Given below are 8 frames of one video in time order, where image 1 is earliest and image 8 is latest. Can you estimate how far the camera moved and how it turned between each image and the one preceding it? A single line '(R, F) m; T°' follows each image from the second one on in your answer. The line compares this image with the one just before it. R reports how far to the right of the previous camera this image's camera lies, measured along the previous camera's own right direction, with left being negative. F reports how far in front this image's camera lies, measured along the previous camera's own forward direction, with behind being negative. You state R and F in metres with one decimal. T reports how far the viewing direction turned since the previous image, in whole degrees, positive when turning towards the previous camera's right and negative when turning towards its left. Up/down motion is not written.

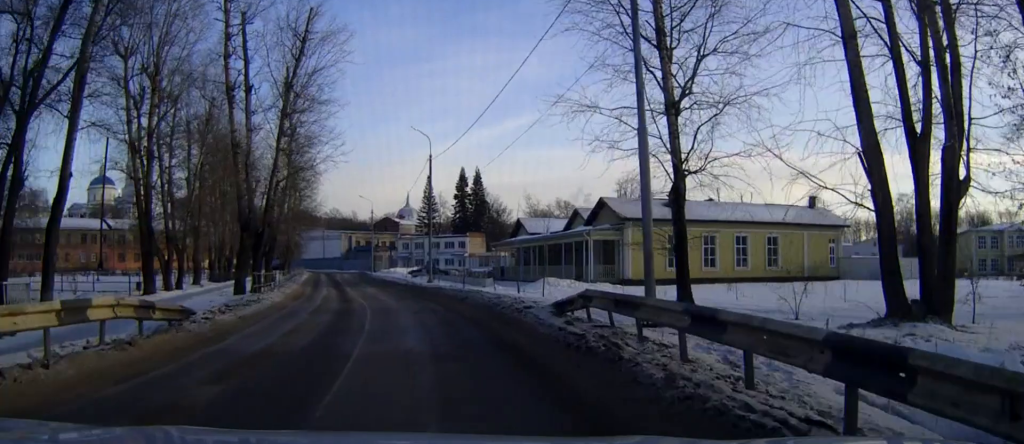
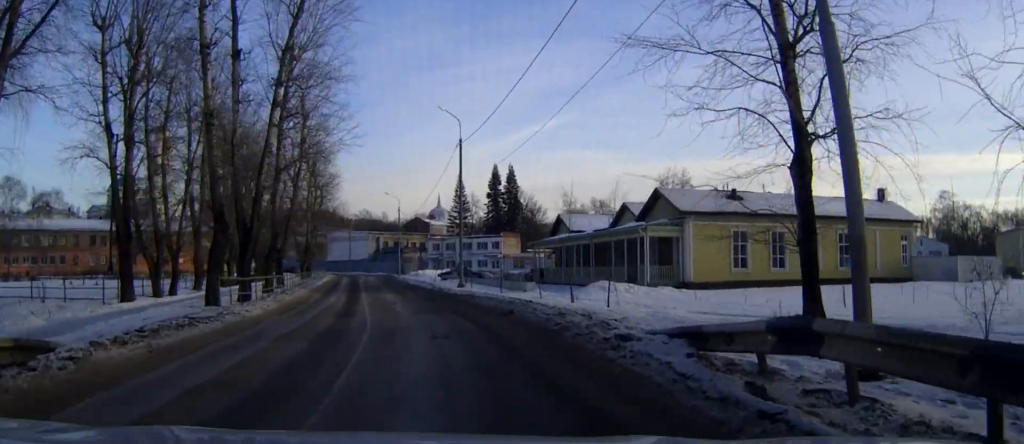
(-0.2, +7.2) m; -2°
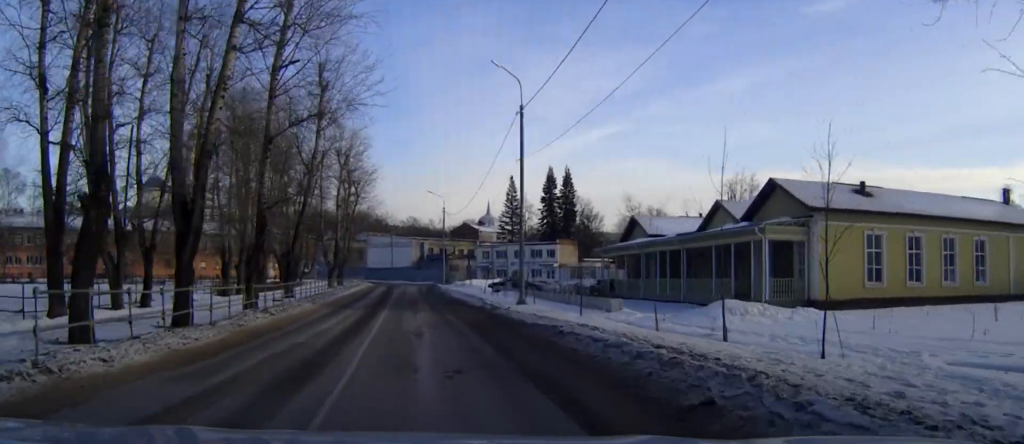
(-0.3, +11.5) m; -3°
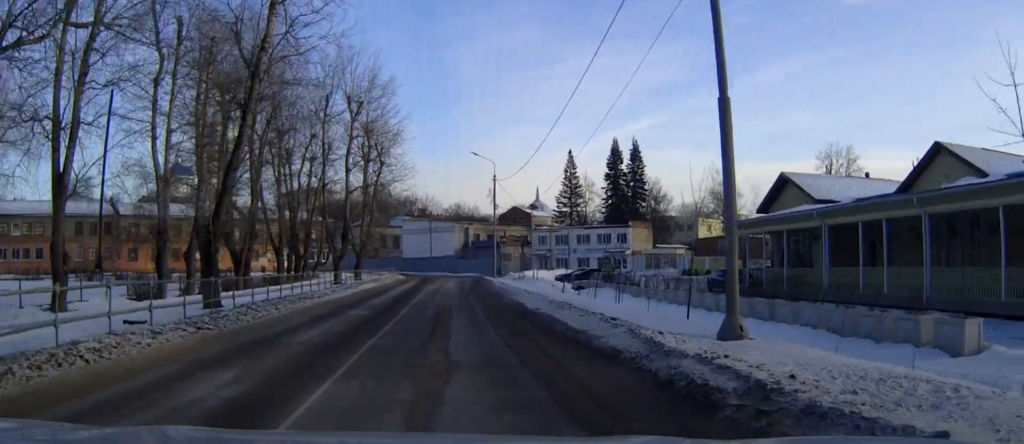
(-1.1, +20.9) m; -5°
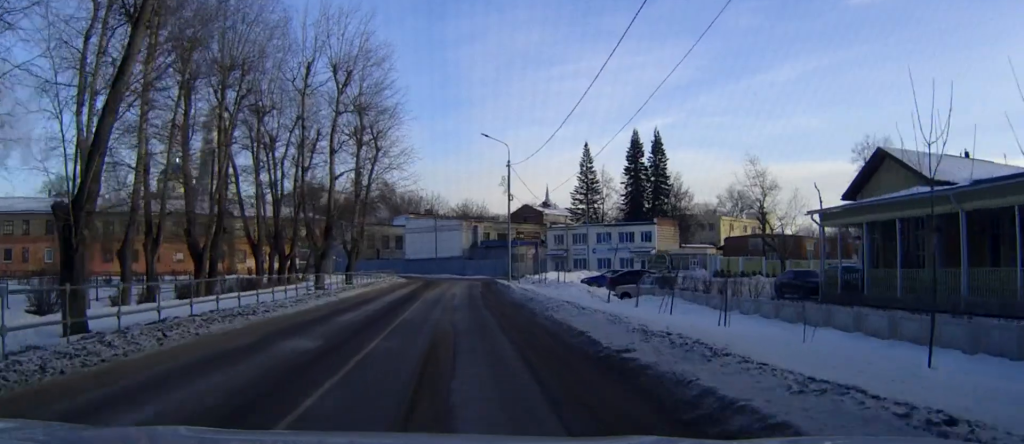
(-0.1, +9.6) m; -1°
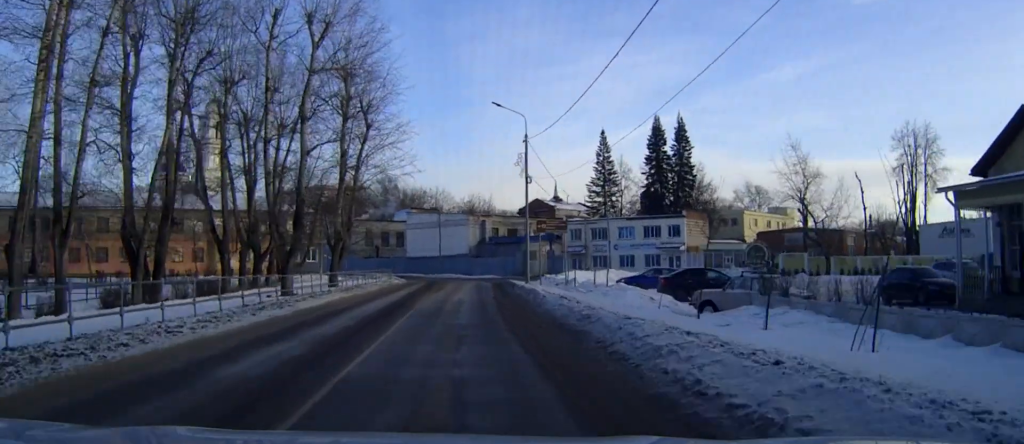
(0.0, +10.3) m; -1°
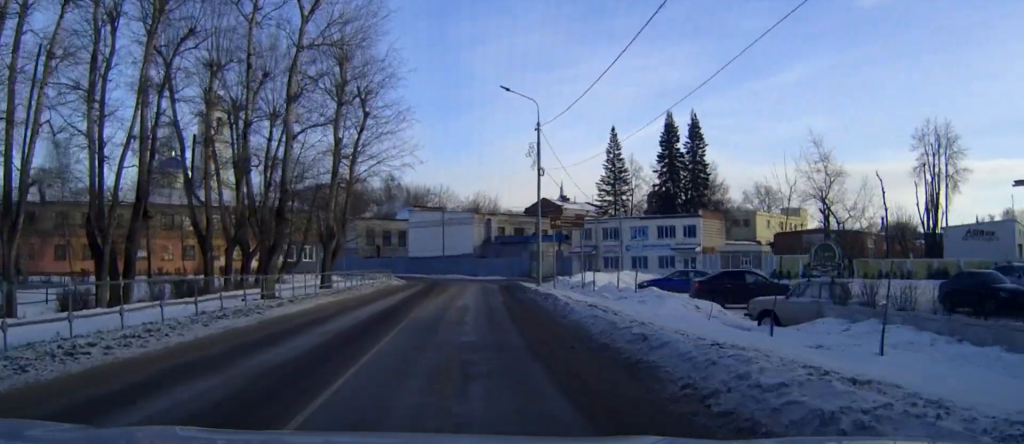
(0.0, +4.4) m; 0°
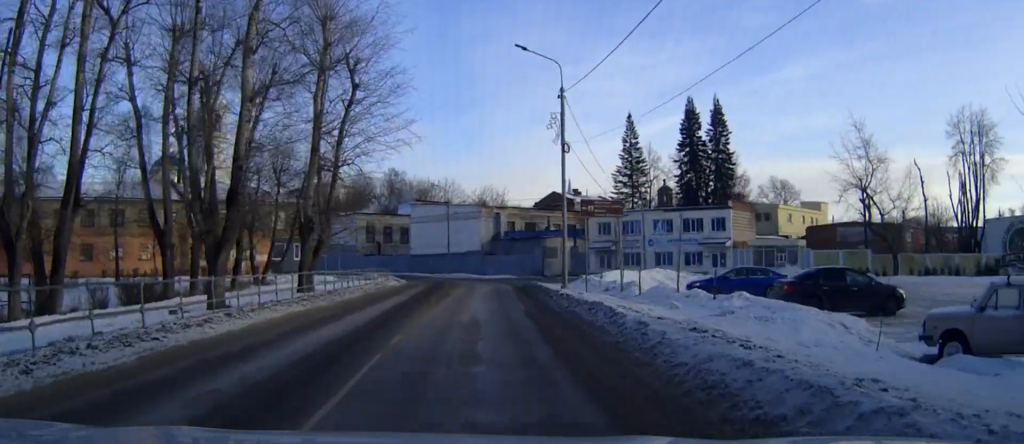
(-0.1, +8.0) m; -1°
